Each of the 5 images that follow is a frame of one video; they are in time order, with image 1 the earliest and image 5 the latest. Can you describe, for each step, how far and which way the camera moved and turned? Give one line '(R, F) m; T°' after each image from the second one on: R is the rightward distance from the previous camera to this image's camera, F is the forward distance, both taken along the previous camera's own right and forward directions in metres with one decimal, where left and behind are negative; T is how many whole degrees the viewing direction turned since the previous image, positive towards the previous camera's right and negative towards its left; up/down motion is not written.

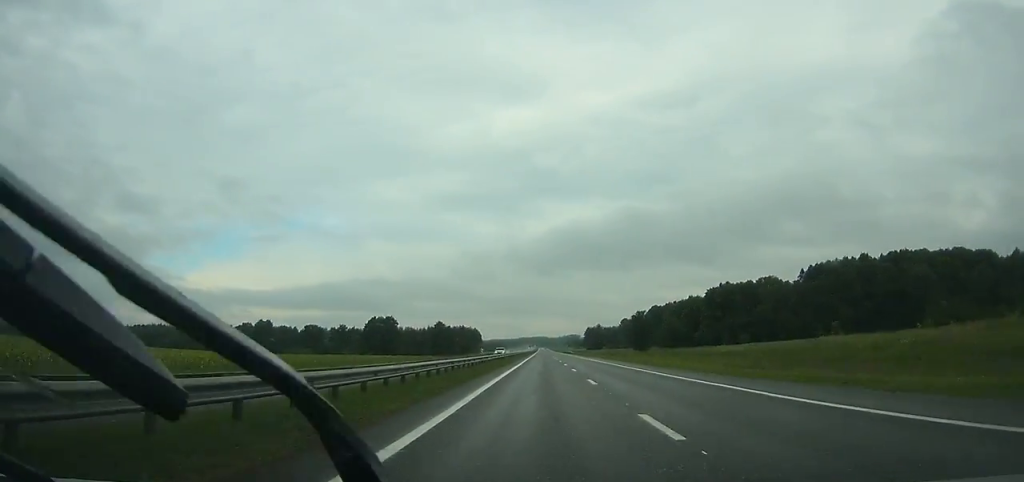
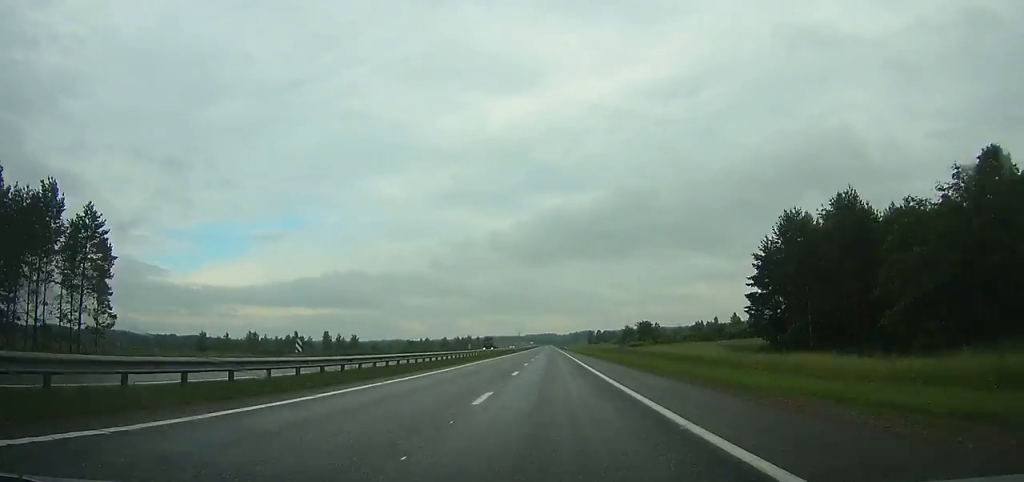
(-0.9, +291.4) m; -1°
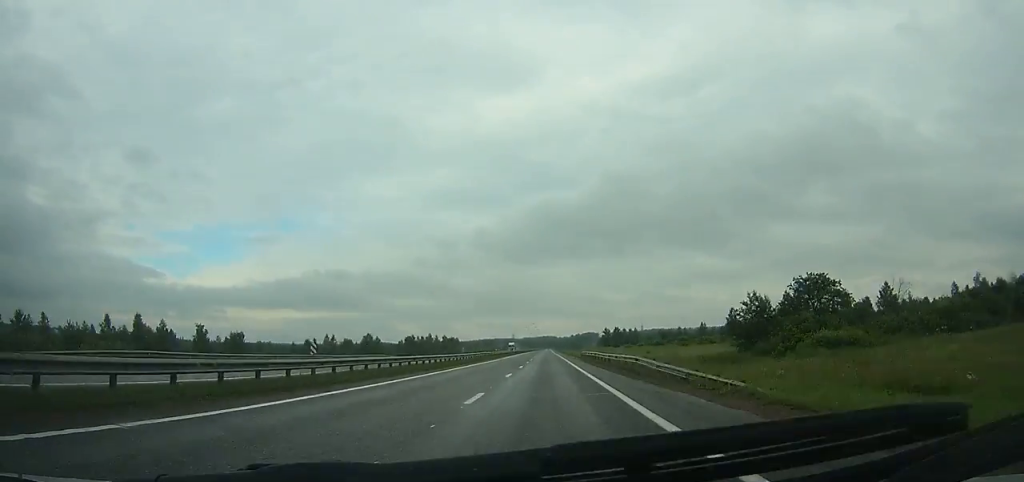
(+0.4, +143.4) m; 0°
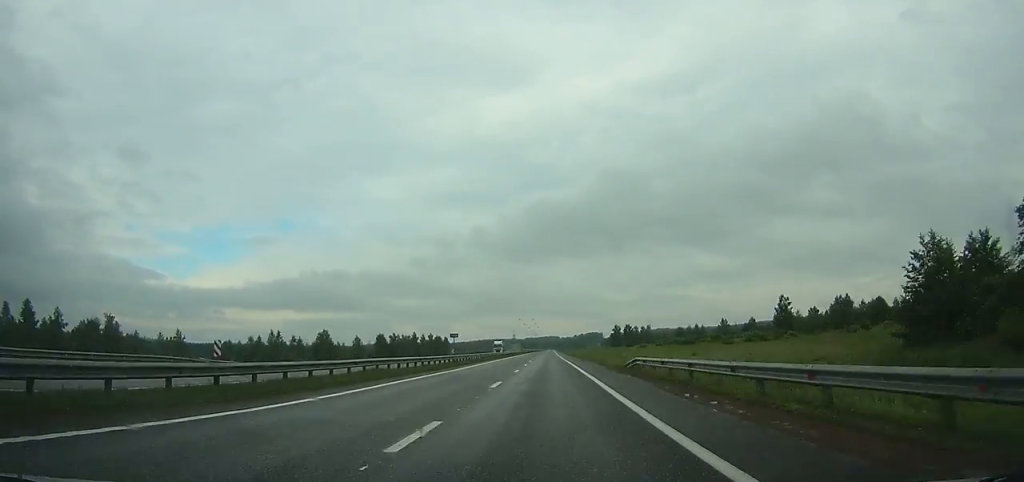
(0.0, +42.0) m; 0°
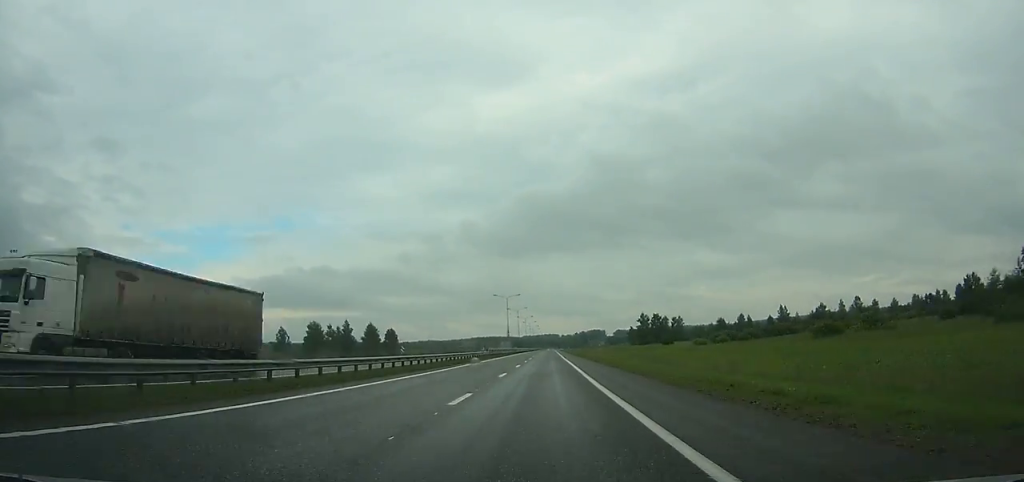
(+0.1, +91.0) m; 0°
